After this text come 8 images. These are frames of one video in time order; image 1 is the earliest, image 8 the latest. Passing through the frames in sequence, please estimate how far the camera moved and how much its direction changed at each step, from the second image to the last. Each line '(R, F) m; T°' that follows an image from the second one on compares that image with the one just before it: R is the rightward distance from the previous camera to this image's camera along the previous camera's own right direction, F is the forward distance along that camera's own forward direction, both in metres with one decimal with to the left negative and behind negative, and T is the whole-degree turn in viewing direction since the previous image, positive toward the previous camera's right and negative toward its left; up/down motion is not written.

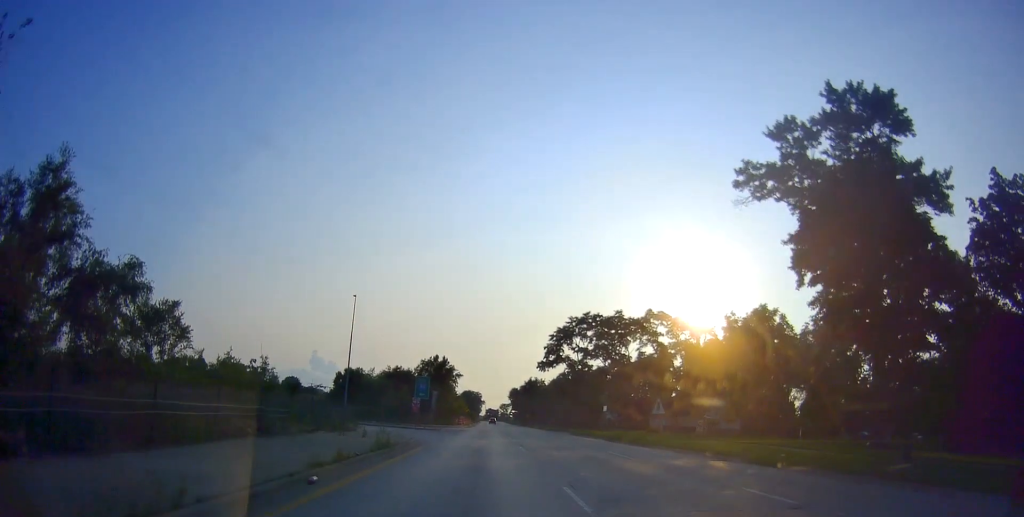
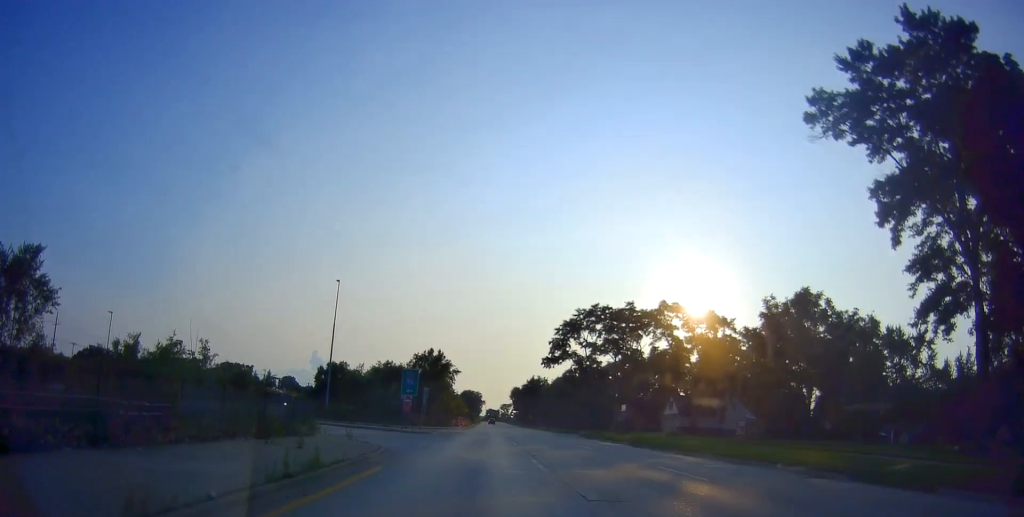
(0.0, +7.4) m; +1°
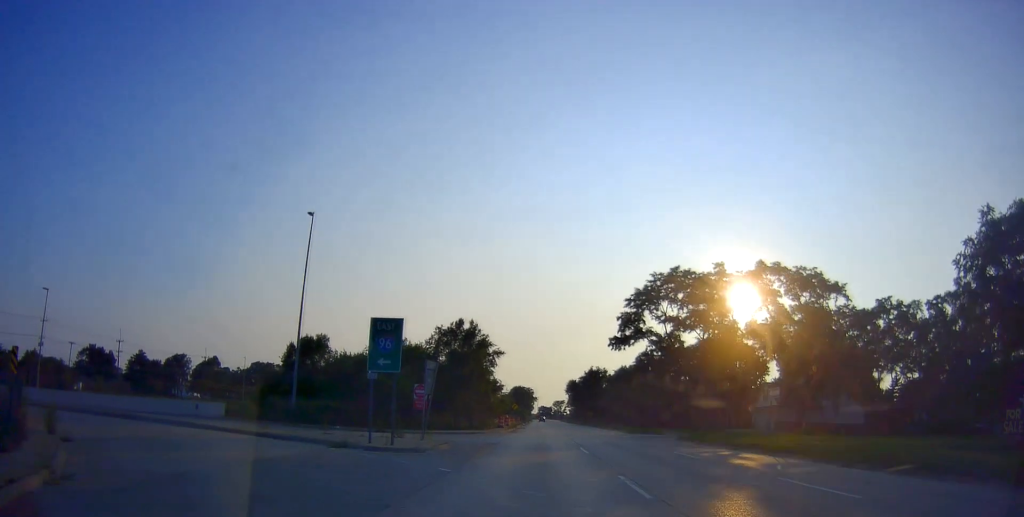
(+0.5, +23.3) m; -1°
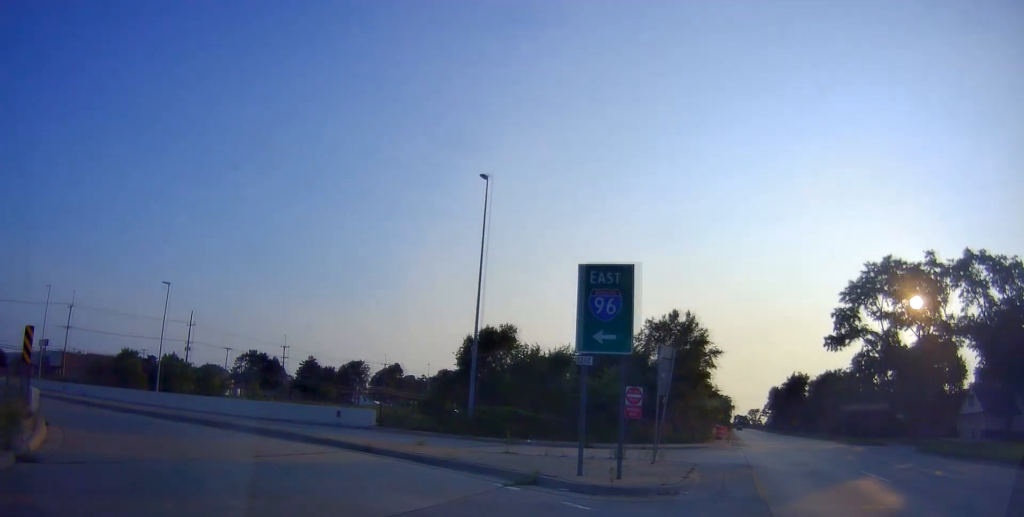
(-0.7, +11.2) m; -10°
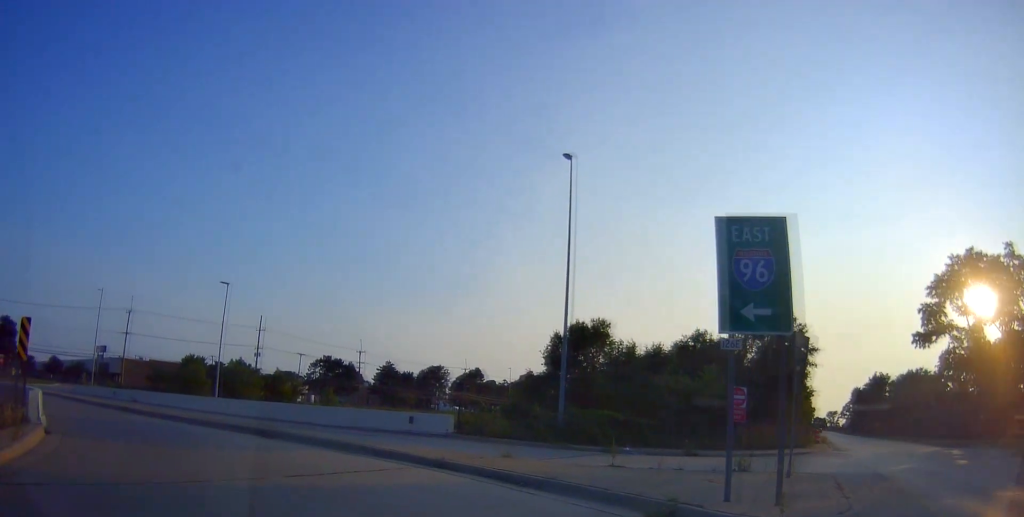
(-0.2, +4.0) m; -7°
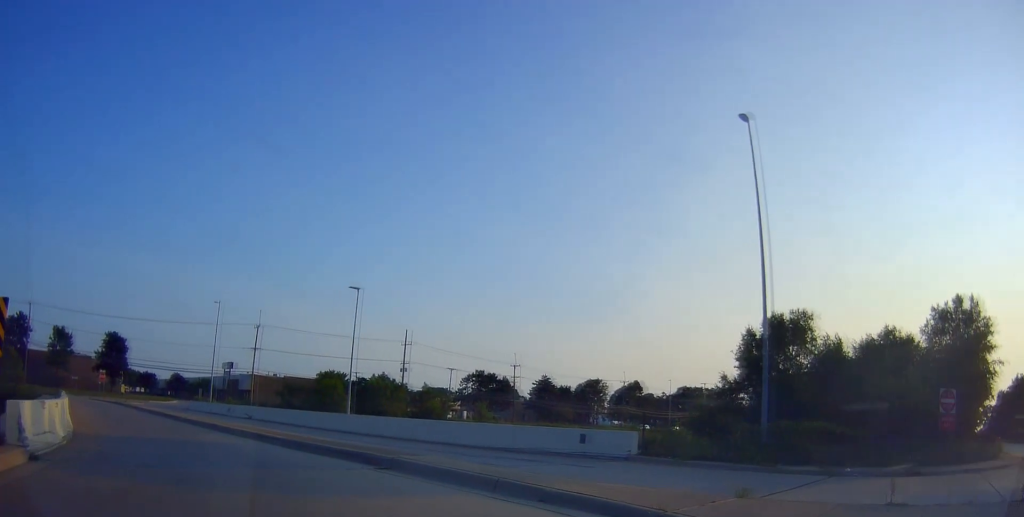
(-0.4, +6.3) m; -15°
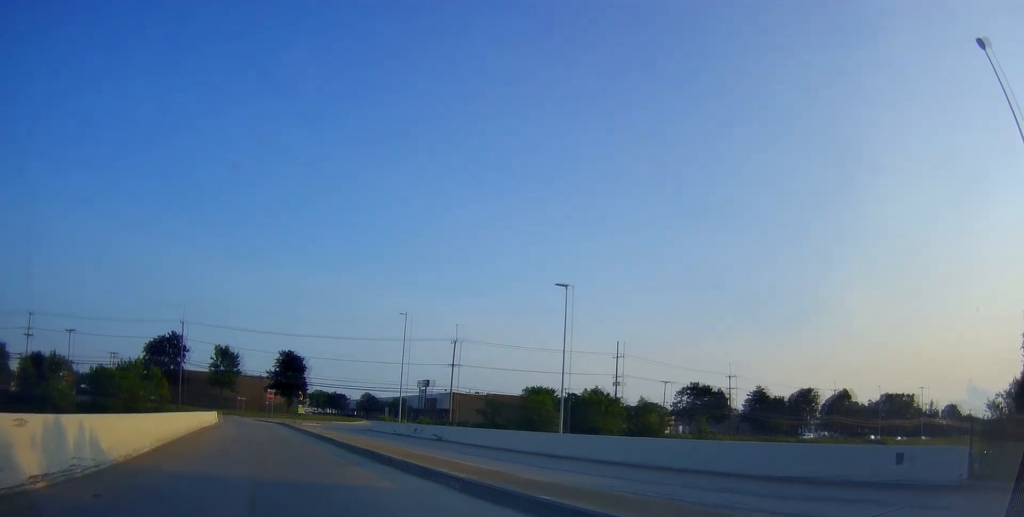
(-1.6, +6.4) m; -20°
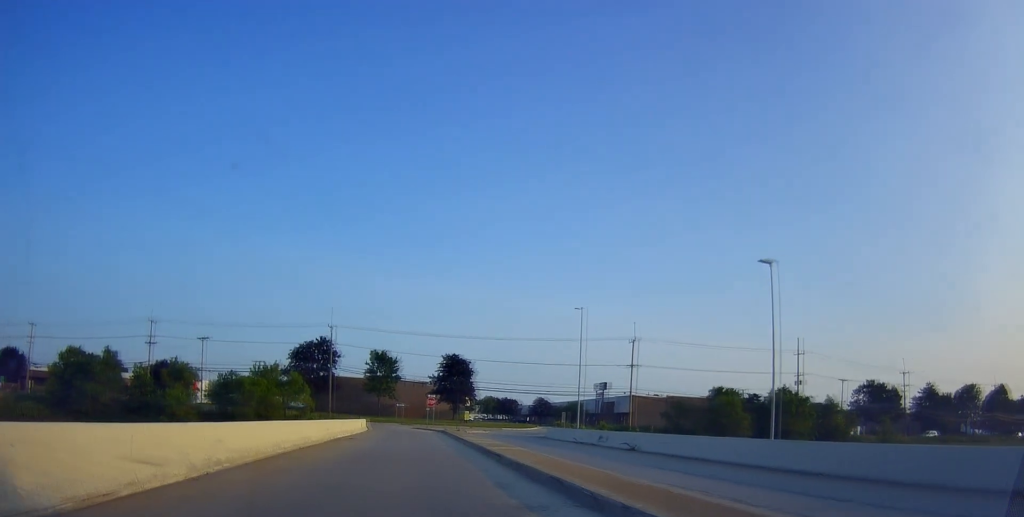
(-0.5, +5.3) m; -13°
